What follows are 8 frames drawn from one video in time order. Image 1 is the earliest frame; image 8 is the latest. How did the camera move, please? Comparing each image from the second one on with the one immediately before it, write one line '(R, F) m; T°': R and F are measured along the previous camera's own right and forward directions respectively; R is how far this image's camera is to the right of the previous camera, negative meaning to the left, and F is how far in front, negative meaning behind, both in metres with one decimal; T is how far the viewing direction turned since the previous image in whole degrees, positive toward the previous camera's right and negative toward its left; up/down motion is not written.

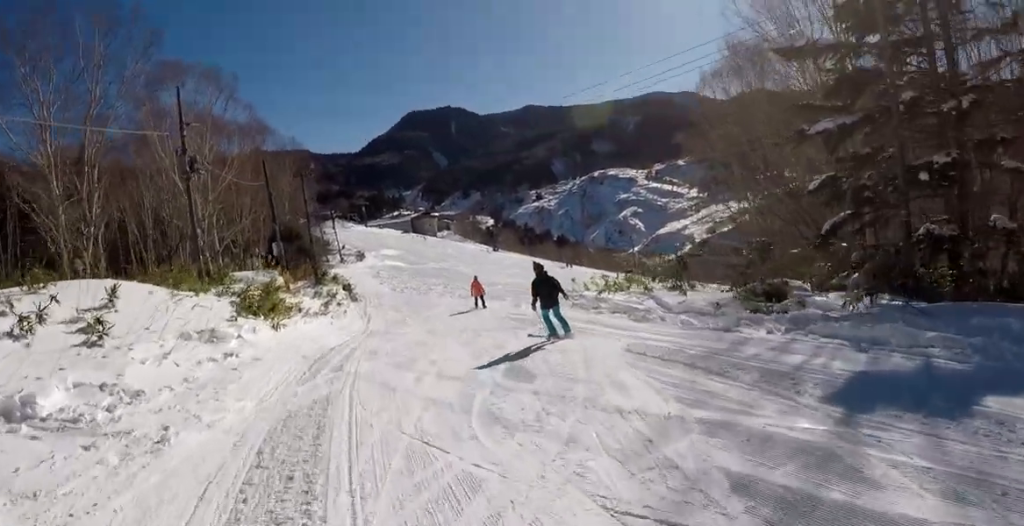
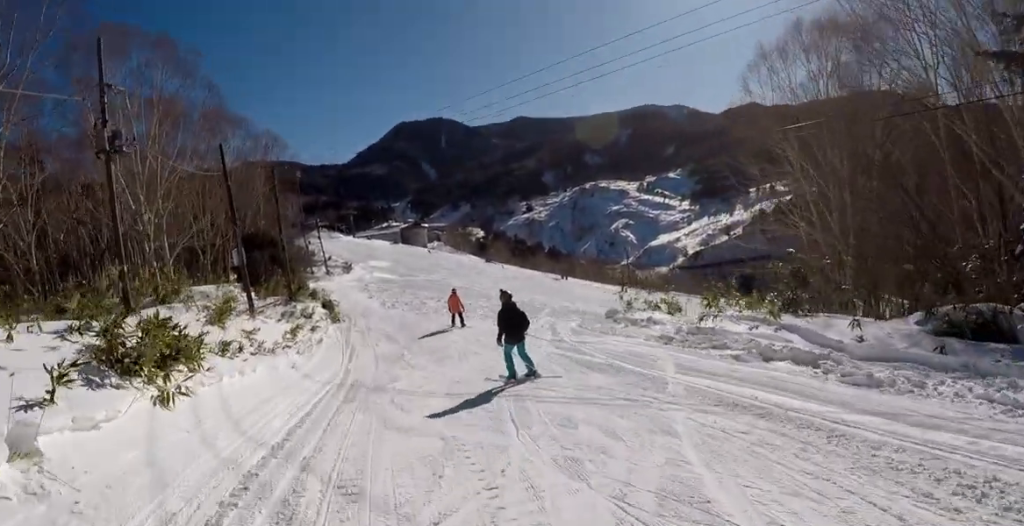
(0.0, +8.1) m; 0°
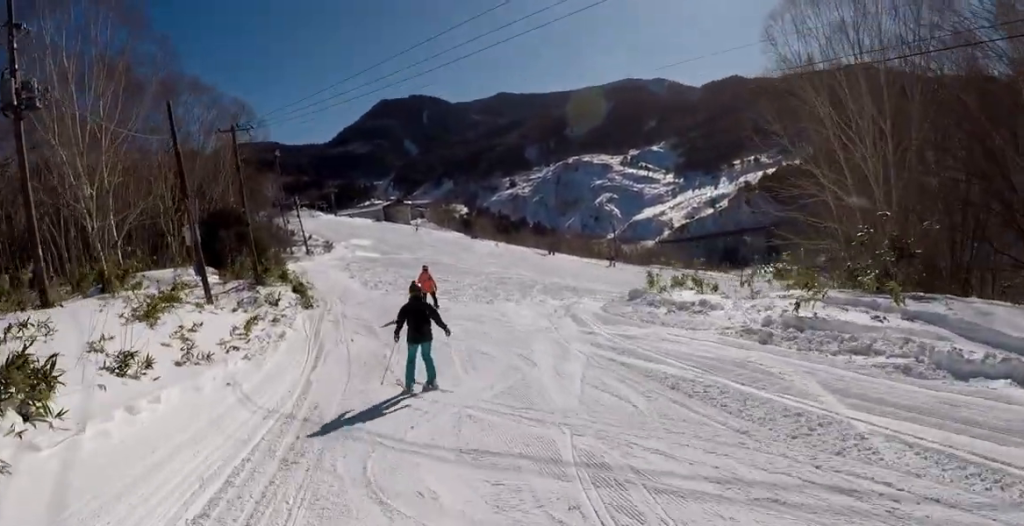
(0.0, +4.6) m; 0°
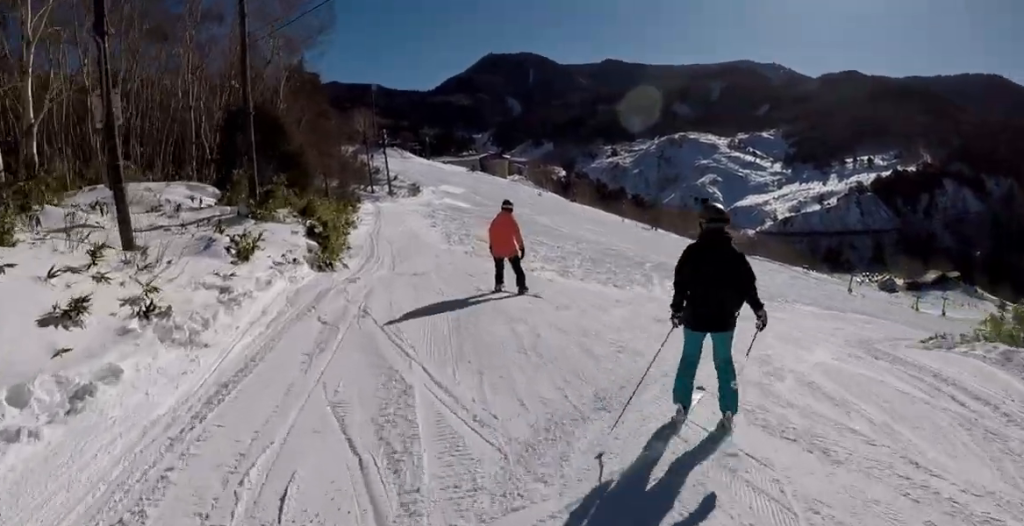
(-1.3, +13.1) m; -16°
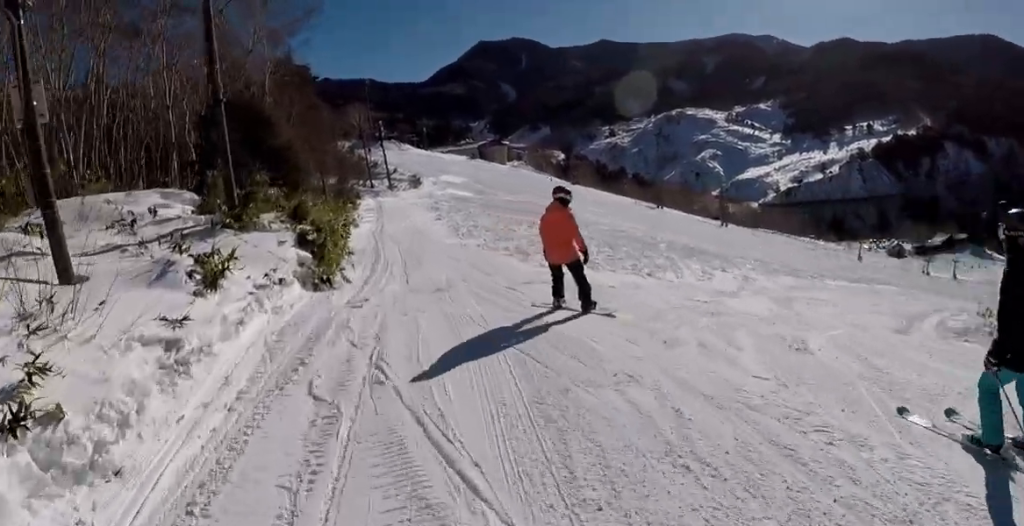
(-0.3, +3.2) m; -5°
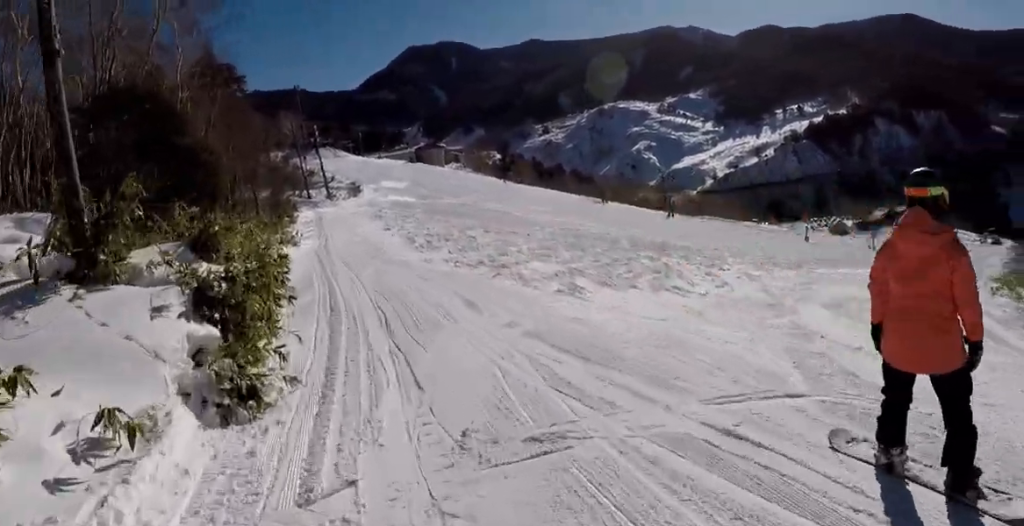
(-0.2, +6.7) m; +6°
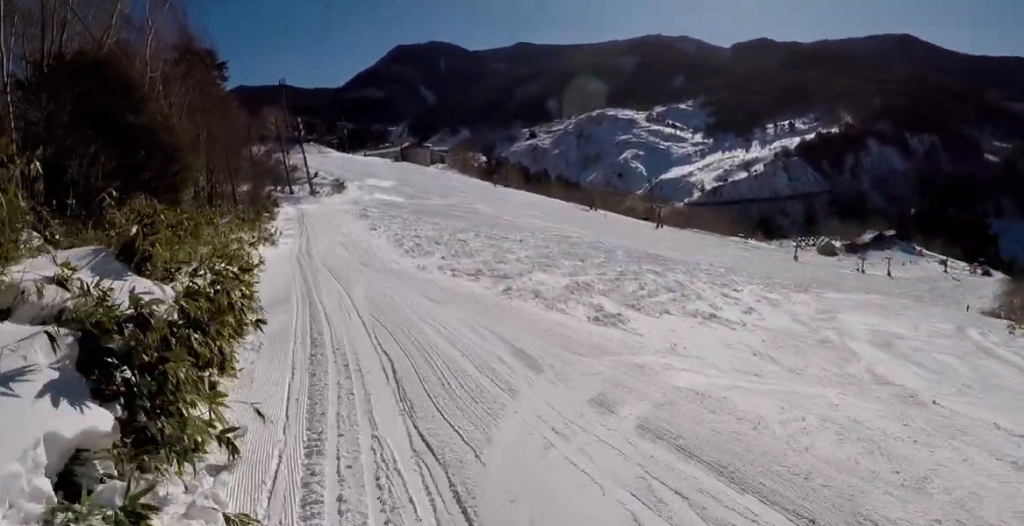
(+0.1, +3.3) m; +3°
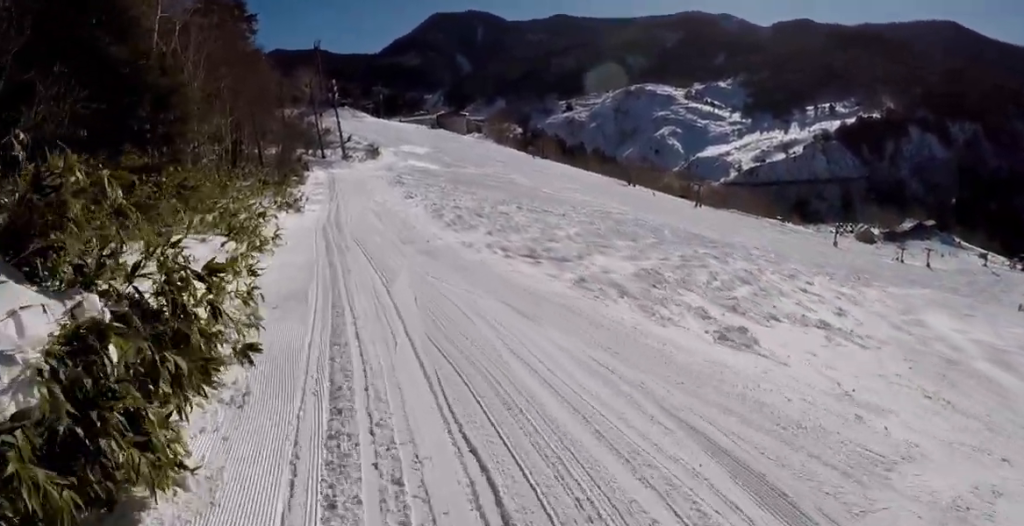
(+0.7, +3.6) m; +2°
